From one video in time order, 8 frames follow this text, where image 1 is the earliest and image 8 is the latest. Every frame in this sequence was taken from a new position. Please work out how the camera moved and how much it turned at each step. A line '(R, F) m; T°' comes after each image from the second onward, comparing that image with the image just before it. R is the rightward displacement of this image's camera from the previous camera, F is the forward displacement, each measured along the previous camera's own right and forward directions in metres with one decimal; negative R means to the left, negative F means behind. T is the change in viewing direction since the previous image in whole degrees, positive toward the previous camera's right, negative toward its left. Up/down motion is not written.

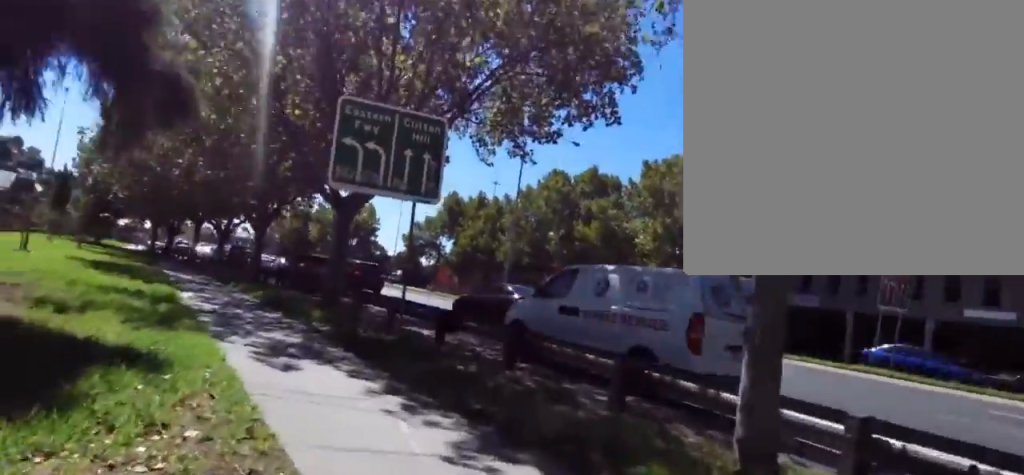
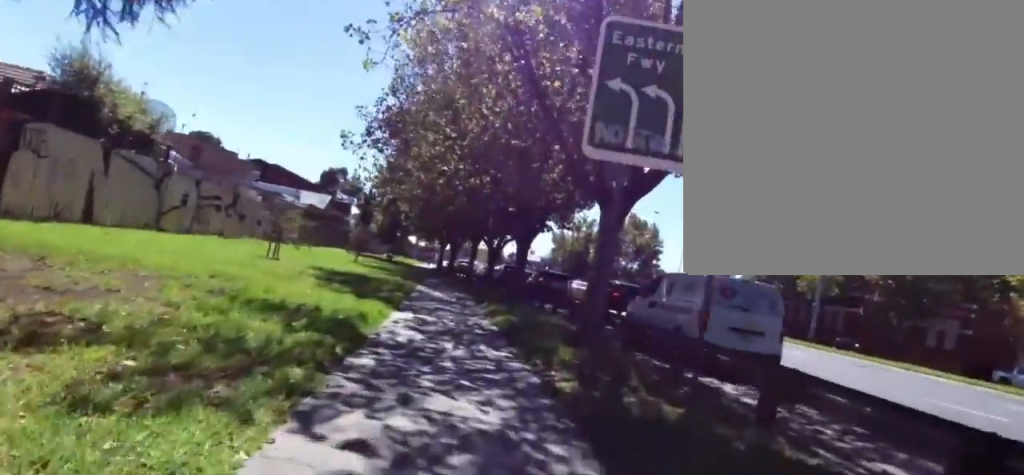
(-0.5, +4.5) m; -6°
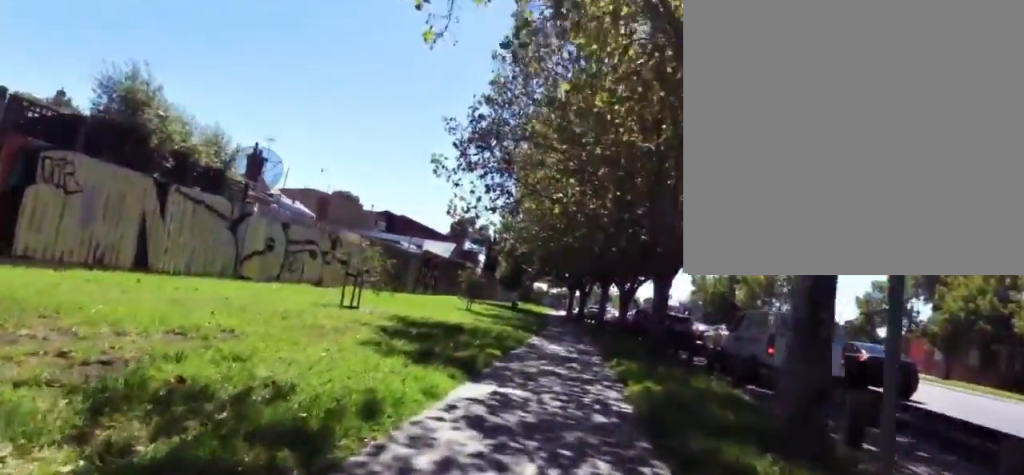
(0.0, +3.9) m; 0°
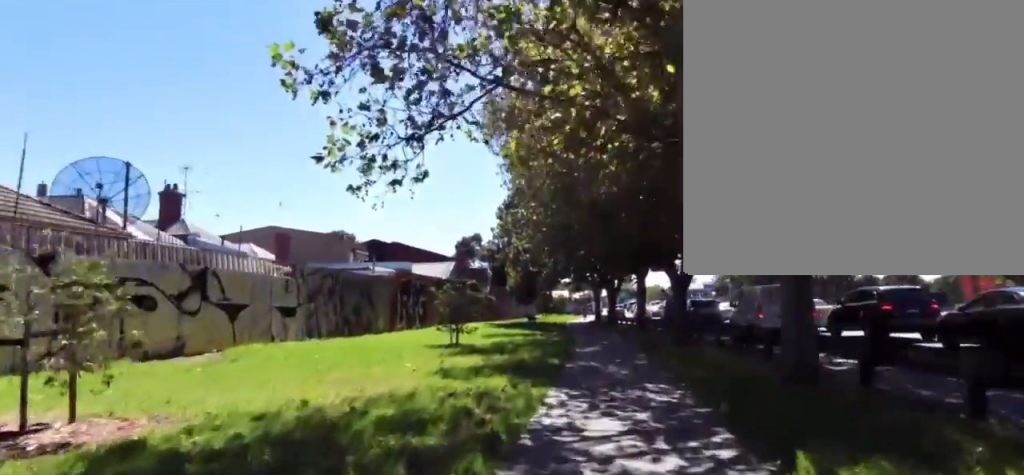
(-1.0, +9.3) m; -15°
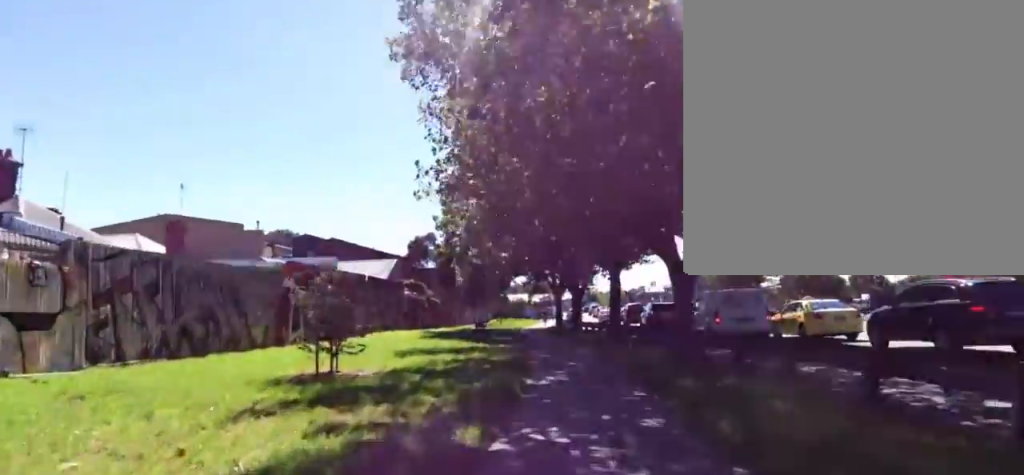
(-0.7, +6.7) m; -6°
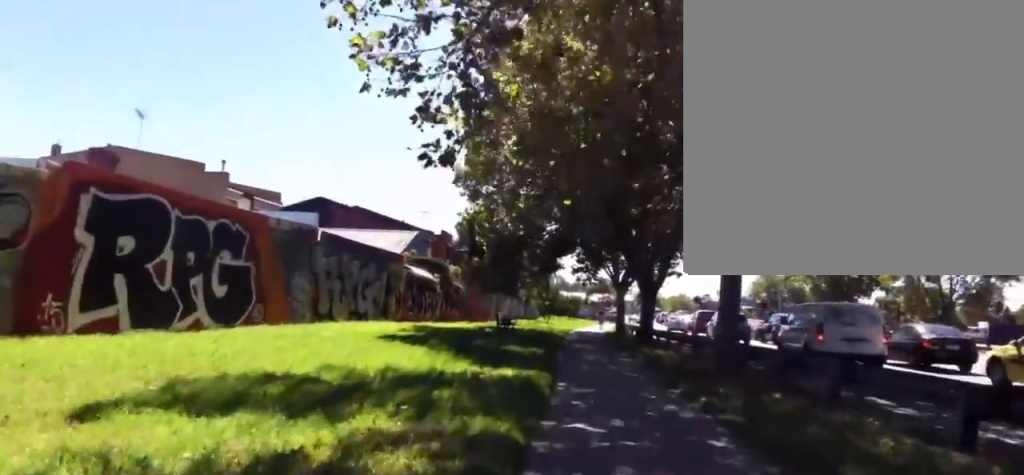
(0.0, +10.6) m; -8°
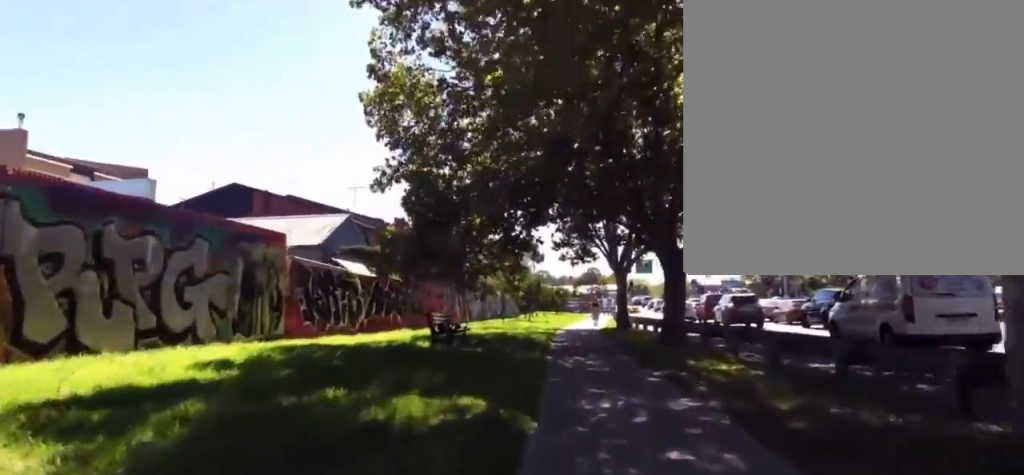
(-1.2, +8.9) m; 0°
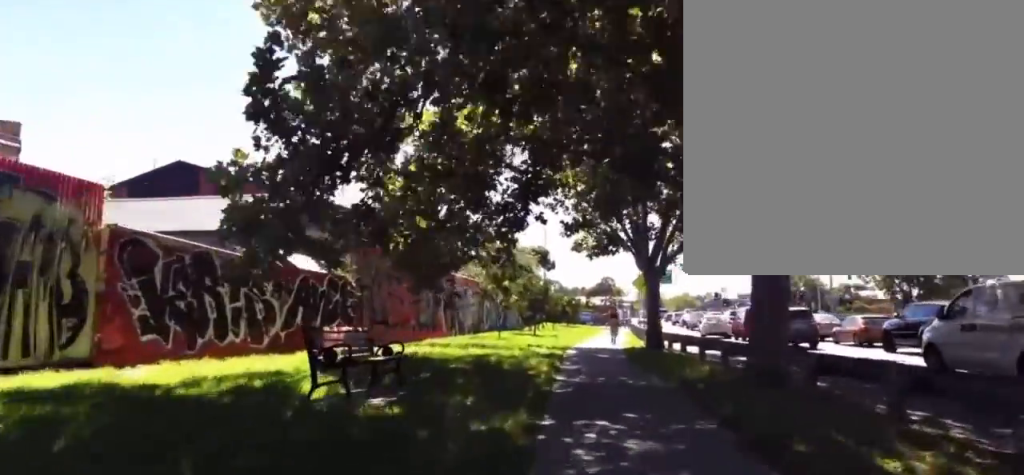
(+1.0, +6.6) m; +9°
